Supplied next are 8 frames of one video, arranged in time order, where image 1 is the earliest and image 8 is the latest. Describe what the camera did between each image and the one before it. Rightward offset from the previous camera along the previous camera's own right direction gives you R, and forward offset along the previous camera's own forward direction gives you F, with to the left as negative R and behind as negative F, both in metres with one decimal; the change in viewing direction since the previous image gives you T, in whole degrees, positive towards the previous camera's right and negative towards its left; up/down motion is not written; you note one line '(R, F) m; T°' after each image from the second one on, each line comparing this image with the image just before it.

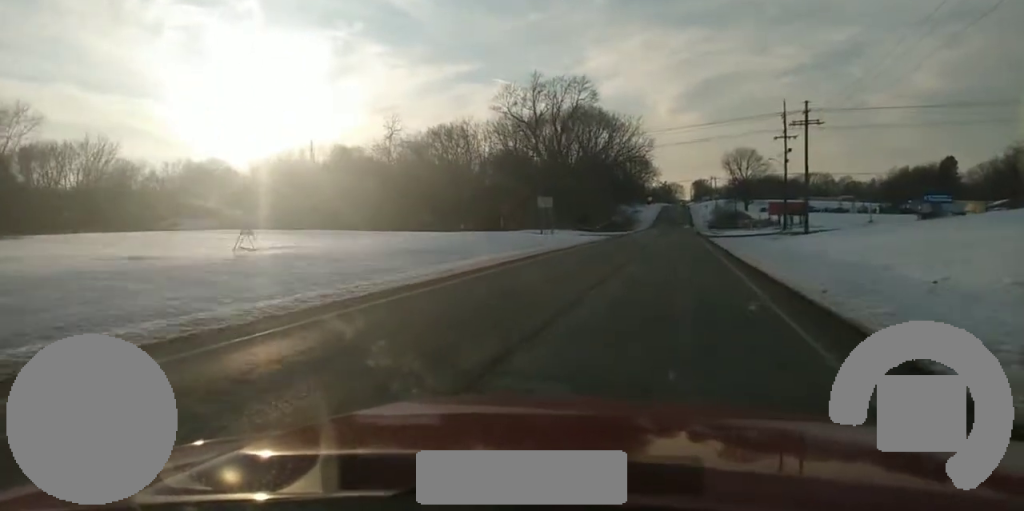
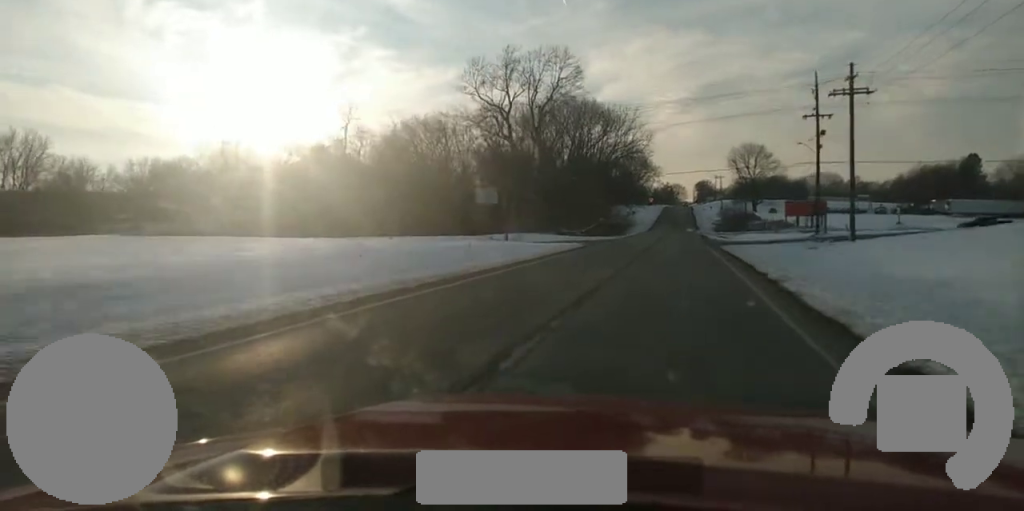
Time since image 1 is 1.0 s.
(0.0, +18.9) m; 0°
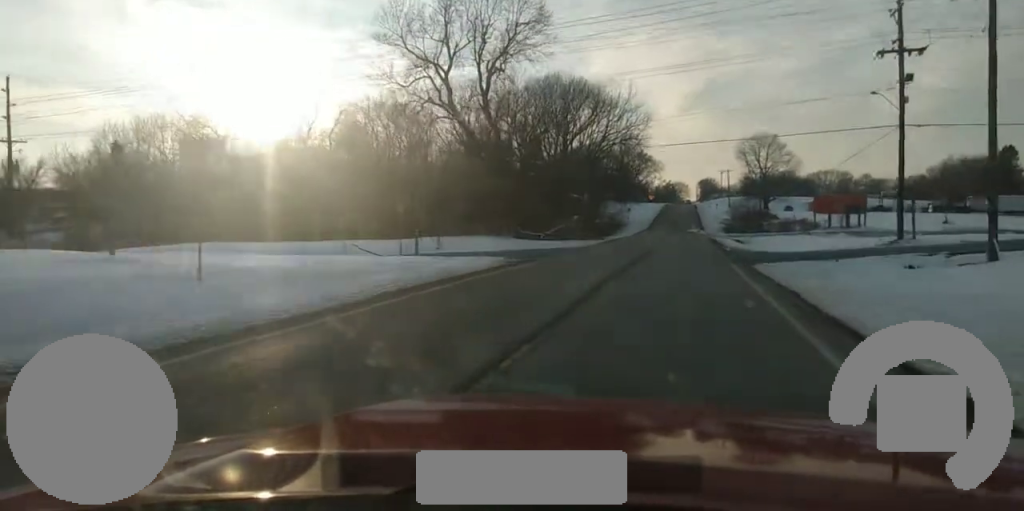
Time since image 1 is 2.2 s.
(0.0, +22.9) m; 0°
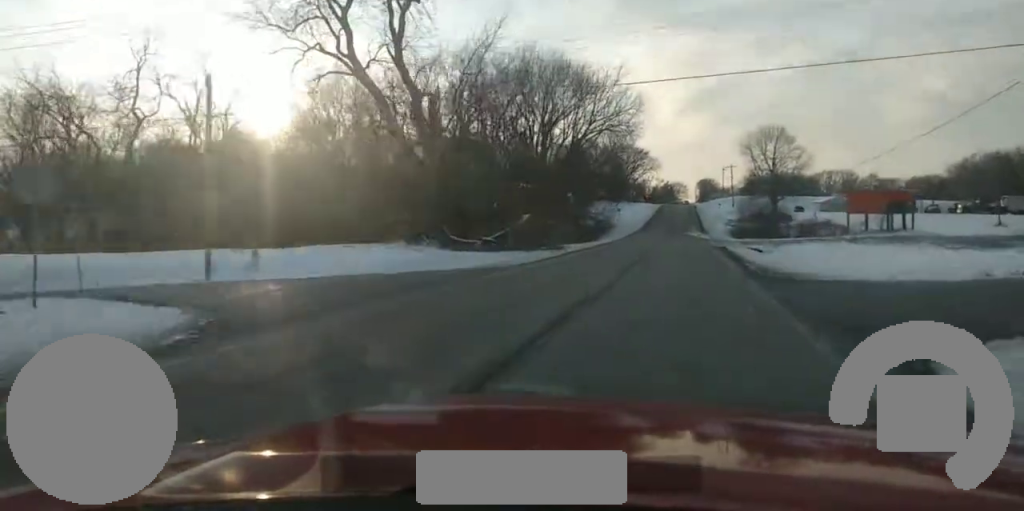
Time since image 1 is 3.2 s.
(0.0, +17.1) m; 0°
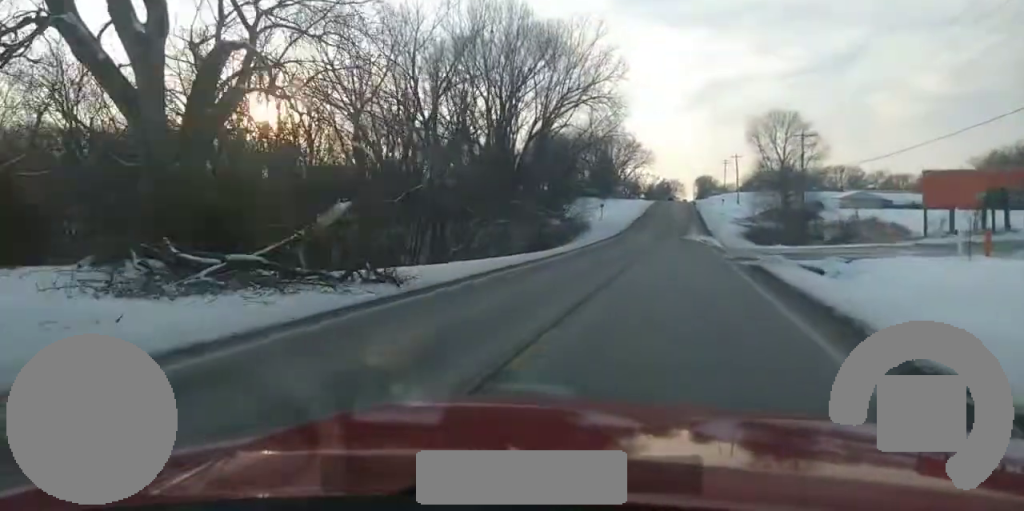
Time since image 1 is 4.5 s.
(+0.1, +20.0) m; 0°
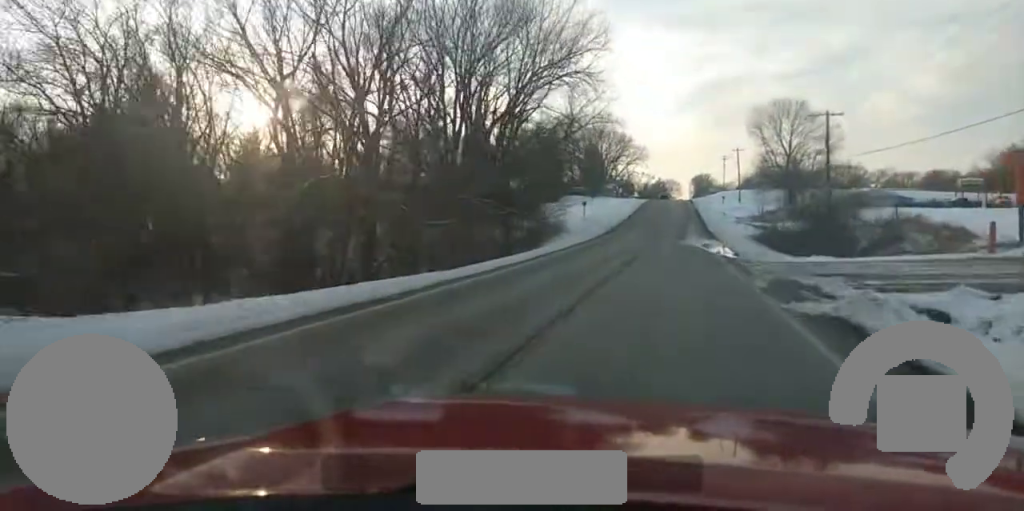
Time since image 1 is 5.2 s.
(0.0, +13.1) m; 0°
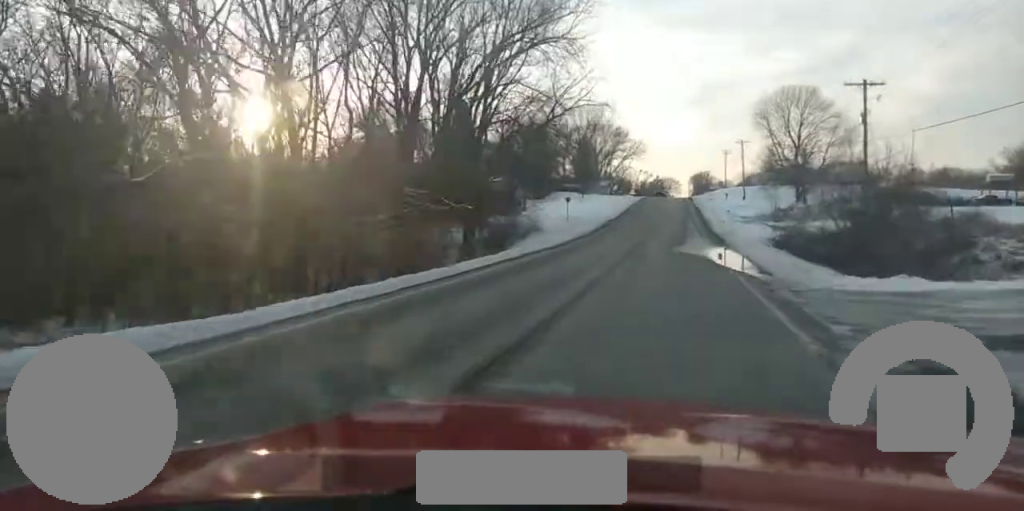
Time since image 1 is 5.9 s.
(0.0, +12.8) m; 0°
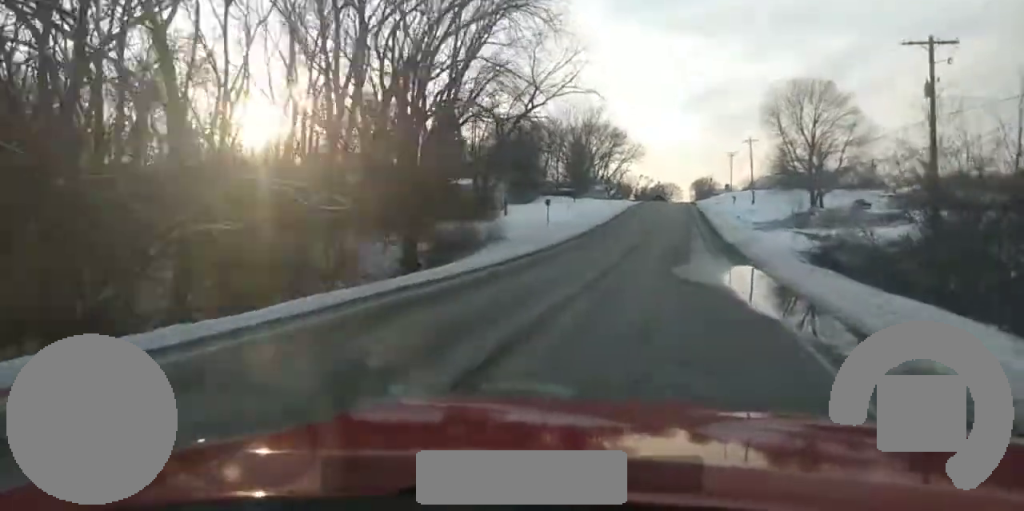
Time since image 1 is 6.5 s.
(0.0, +13.9) m; 0°
